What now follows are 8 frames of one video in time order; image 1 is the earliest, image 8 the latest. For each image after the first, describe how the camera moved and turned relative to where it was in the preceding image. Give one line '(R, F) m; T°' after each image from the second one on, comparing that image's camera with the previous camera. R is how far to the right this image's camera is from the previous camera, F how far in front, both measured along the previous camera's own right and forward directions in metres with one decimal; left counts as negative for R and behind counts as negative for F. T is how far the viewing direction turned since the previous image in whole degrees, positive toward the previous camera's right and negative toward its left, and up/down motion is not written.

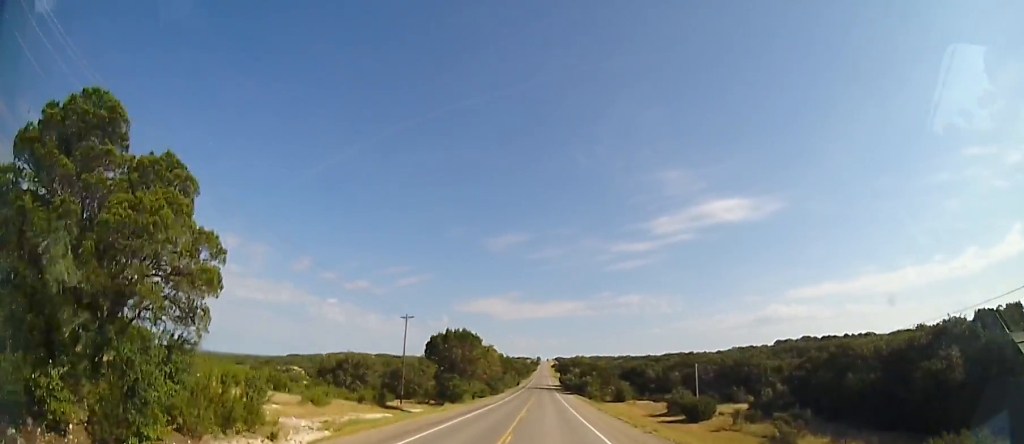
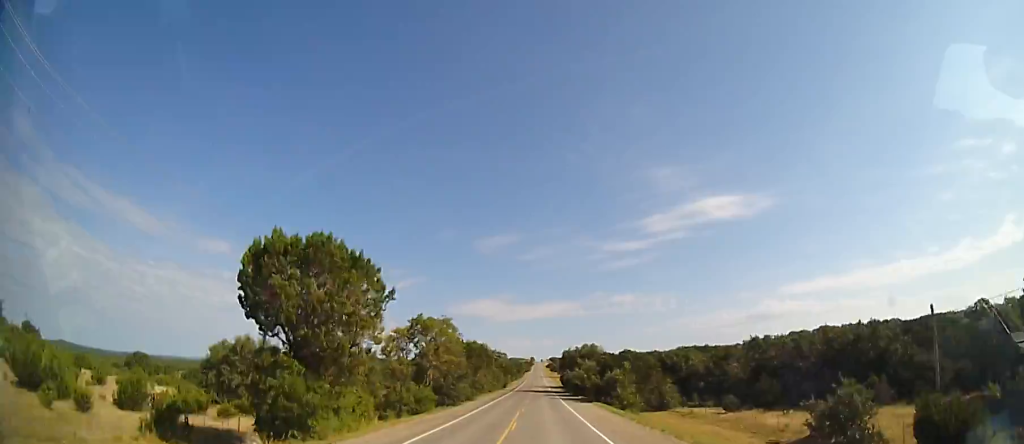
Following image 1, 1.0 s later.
(0.0, +32.6) m; +1°
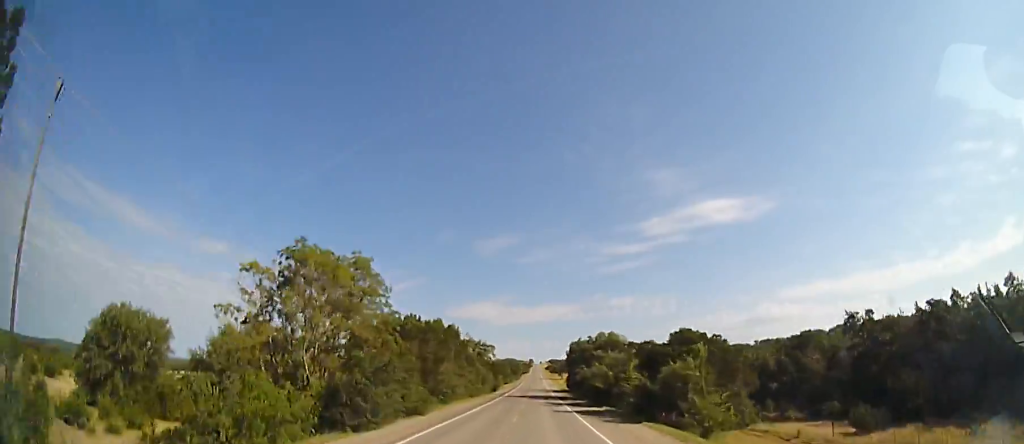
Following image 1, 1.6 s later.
(+0.2, +21.4) m; +1°
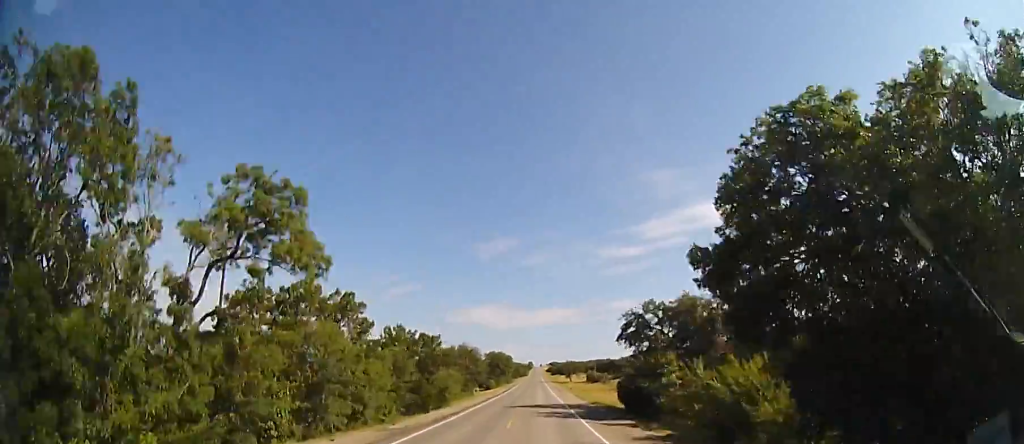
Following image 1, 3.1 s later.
(-0.1, +51.5) m; -1°
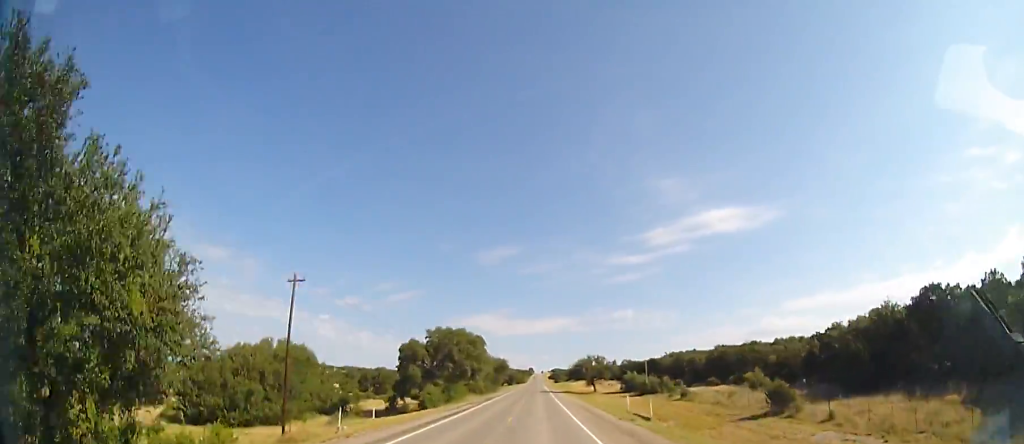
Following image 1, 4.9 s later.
(+0.4, +58.1) m; 0°
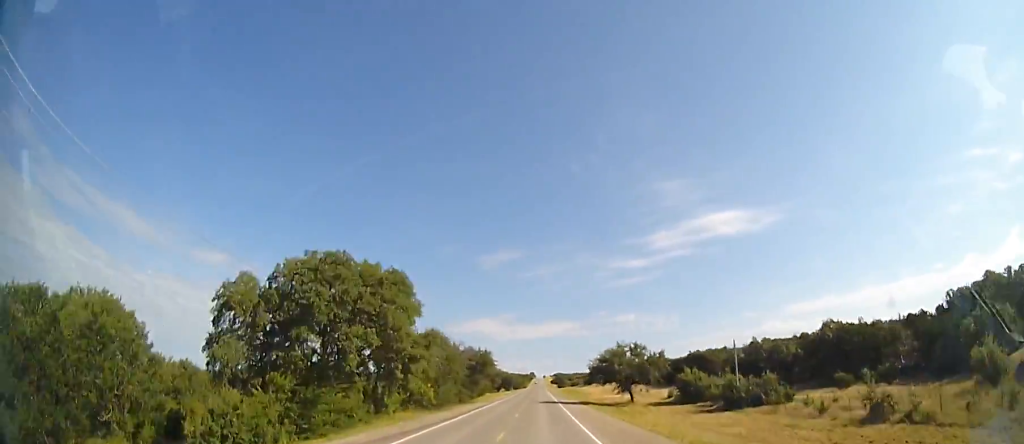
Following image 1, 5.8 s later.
(-0.1, +31.1) m; 0°
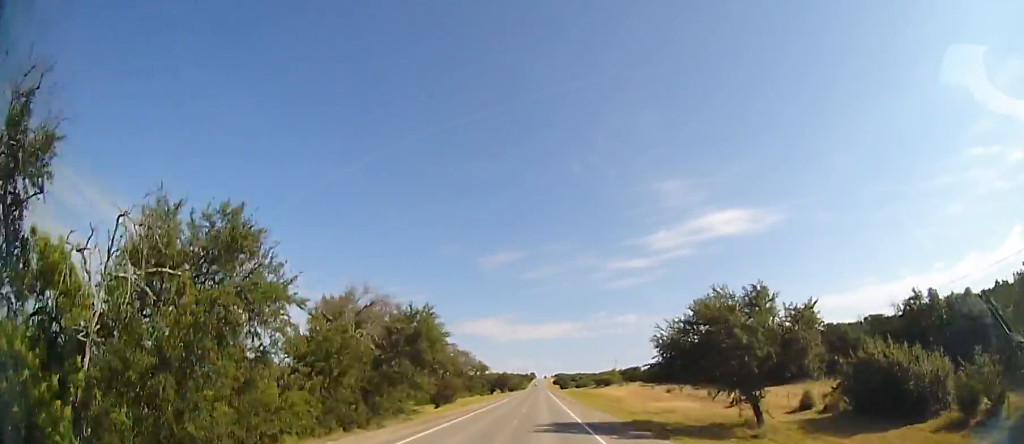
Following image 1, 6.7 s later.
(-0.2, +29.9) m; 0°
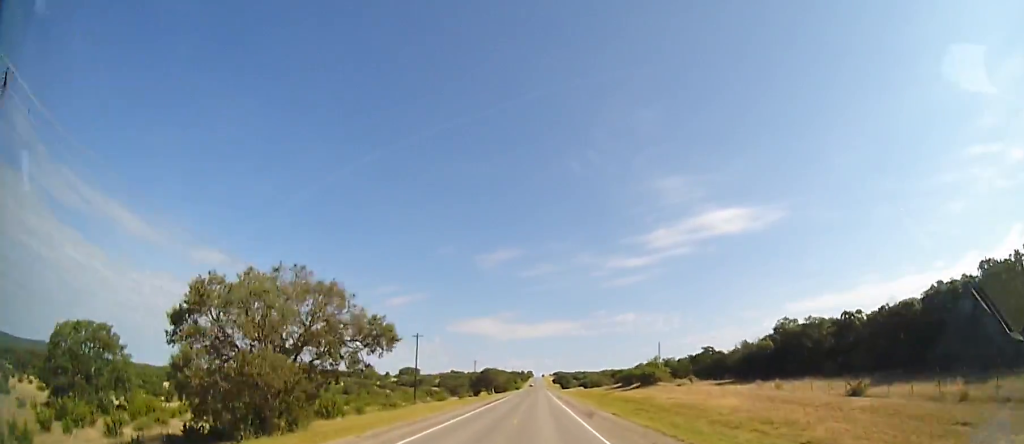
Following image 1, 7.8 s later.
(+0.1, +36.5) m; 0°
